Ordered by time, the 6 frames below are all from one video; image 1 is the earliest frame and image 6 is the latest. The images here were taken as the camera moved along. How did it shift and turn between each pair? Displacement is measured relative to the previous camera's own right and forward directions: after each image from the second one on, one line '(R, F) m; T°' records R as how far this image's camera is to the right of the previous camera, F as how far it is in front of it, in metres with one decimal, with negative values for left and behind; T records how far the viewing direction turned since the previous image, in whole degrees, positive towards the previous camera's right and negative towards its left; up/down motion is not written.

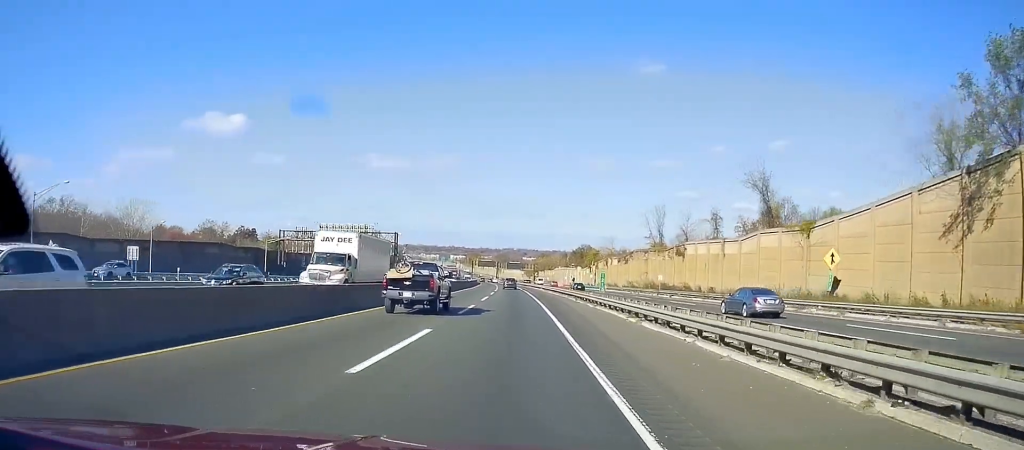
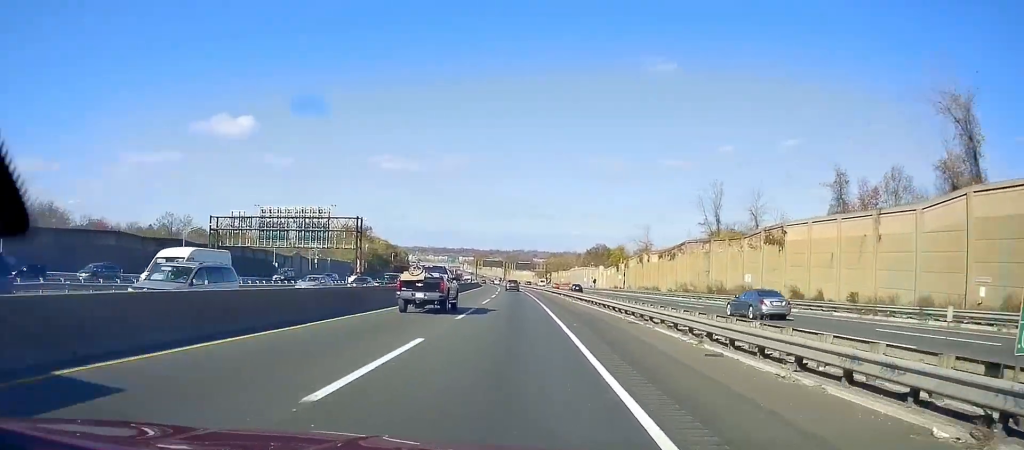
(-0.4, +33.0) m; -1°
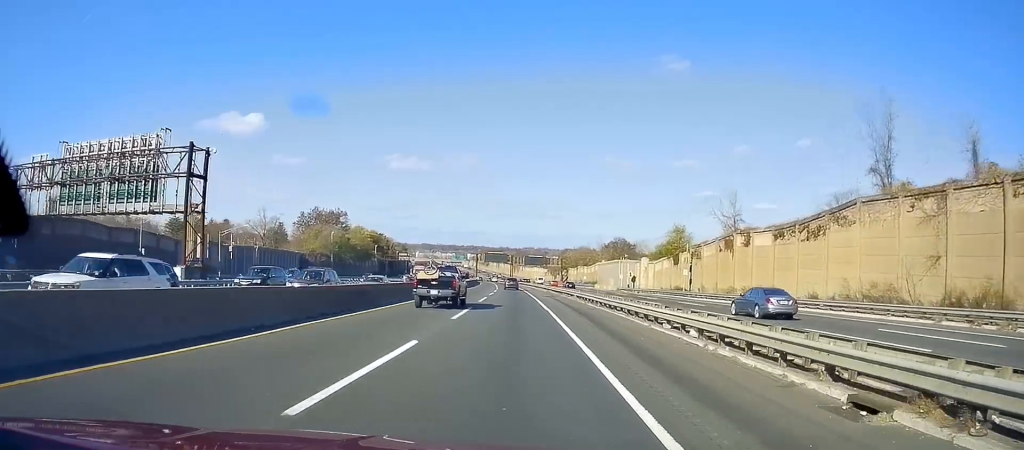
(+0.4, +47.1) m; +1°
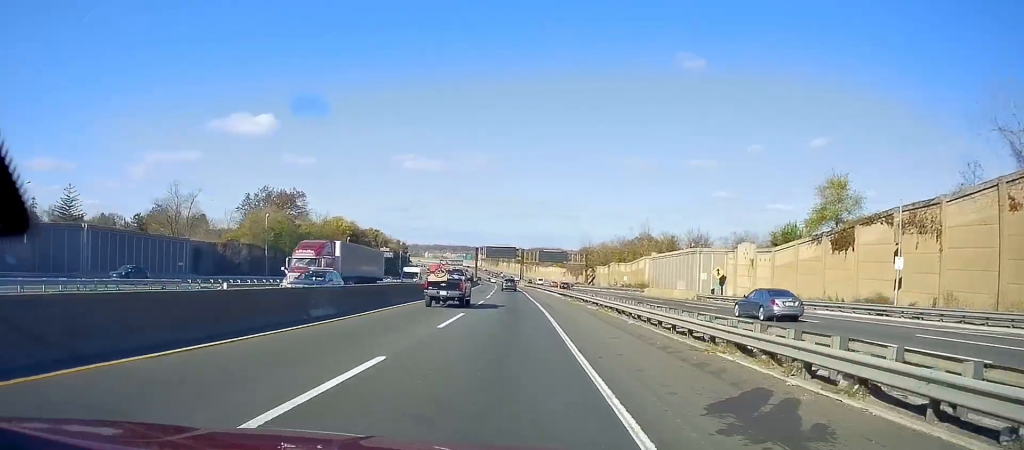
(-0.9, +48.8) m; -3°
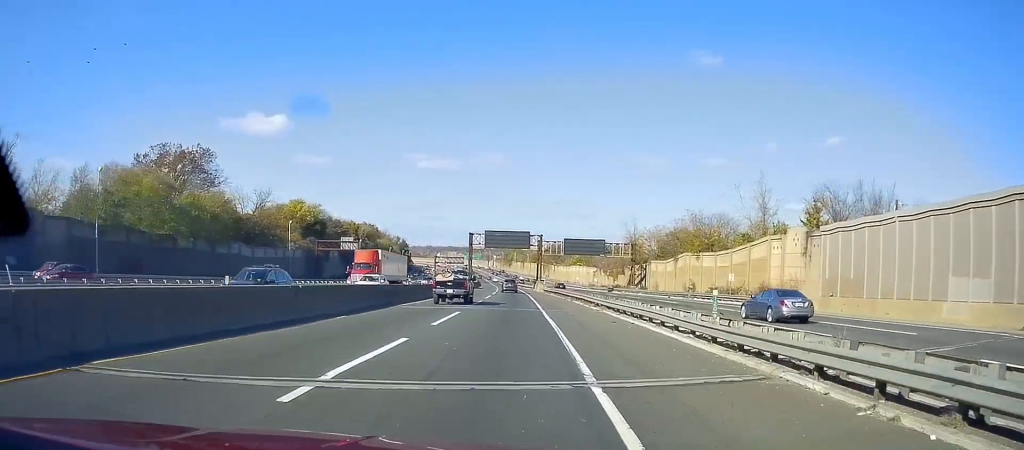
(-0.8, +53.6) m; -1°
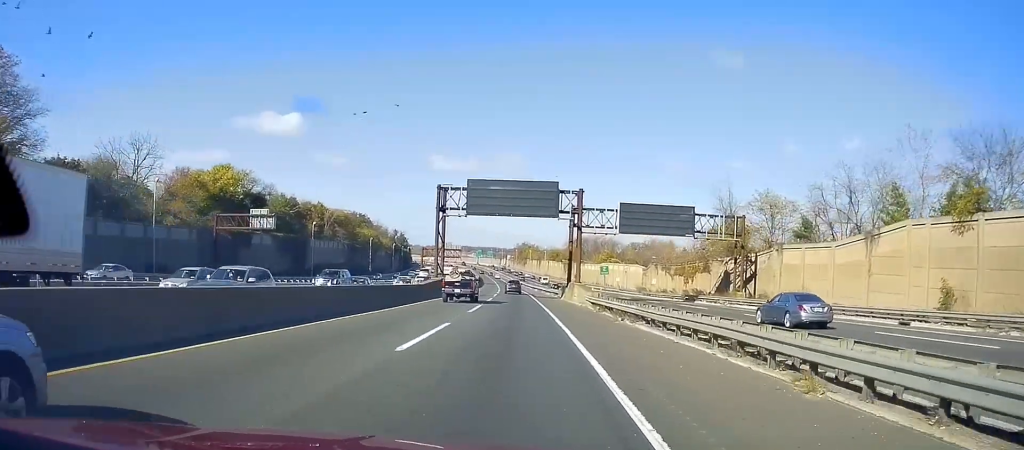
(-0.1, +52.6) m; -1°
